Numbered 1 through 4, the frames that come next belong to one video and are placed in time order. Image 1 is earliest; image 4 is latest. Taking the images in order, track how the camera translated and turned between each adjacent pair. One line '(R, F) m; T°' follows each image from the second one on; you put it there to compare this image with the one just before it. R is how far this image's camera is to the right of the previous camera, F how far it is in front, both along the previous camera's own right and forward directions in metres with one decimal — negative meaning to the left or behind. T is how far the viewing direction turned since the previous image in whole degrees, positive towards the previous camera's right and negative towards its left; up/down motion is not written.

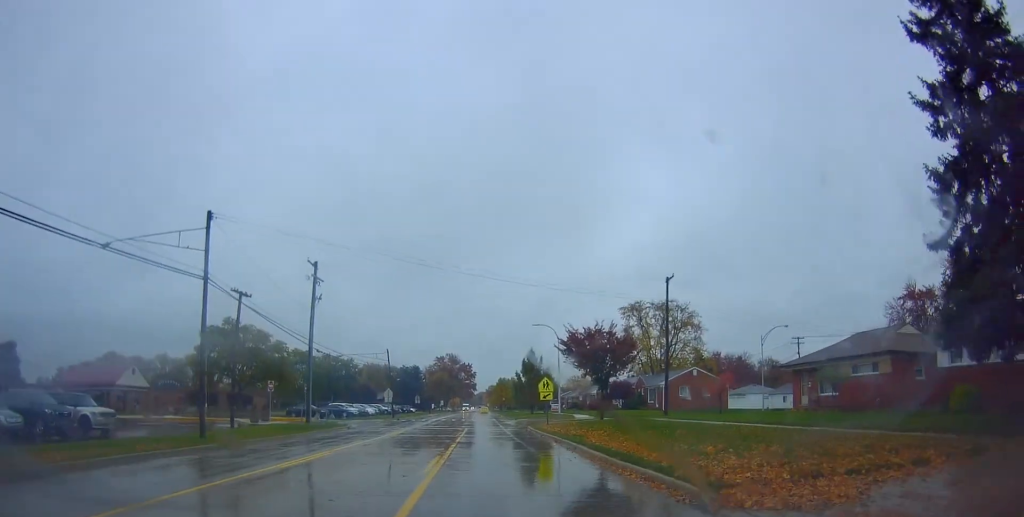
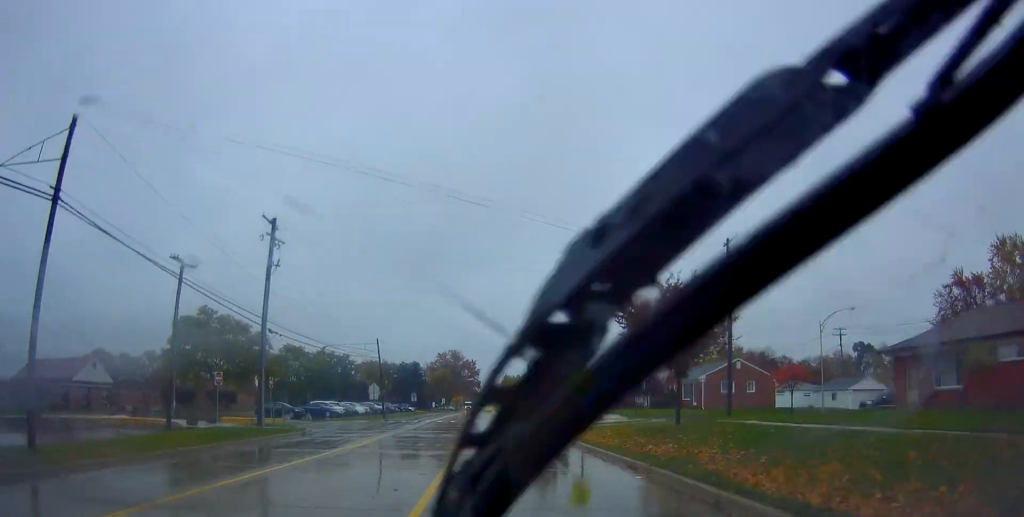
(+0.3, +10.5) m; +4°
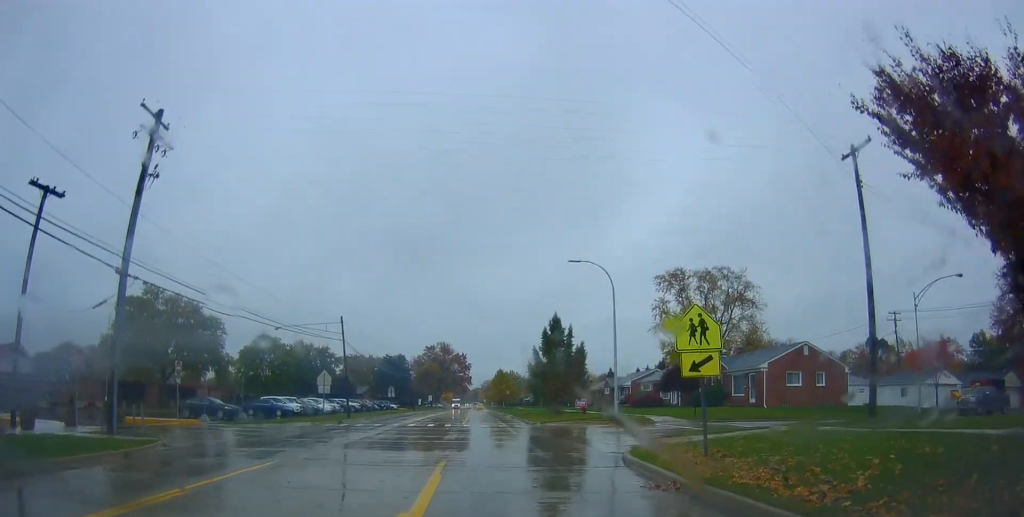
(+0.4, +14.5) m; +2°
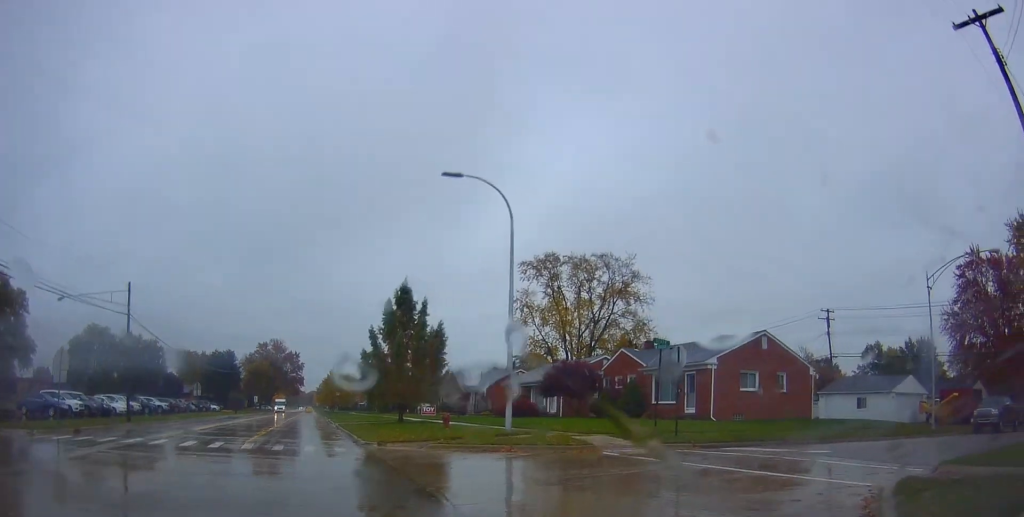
(+2.5, +17.8) m; +23°
